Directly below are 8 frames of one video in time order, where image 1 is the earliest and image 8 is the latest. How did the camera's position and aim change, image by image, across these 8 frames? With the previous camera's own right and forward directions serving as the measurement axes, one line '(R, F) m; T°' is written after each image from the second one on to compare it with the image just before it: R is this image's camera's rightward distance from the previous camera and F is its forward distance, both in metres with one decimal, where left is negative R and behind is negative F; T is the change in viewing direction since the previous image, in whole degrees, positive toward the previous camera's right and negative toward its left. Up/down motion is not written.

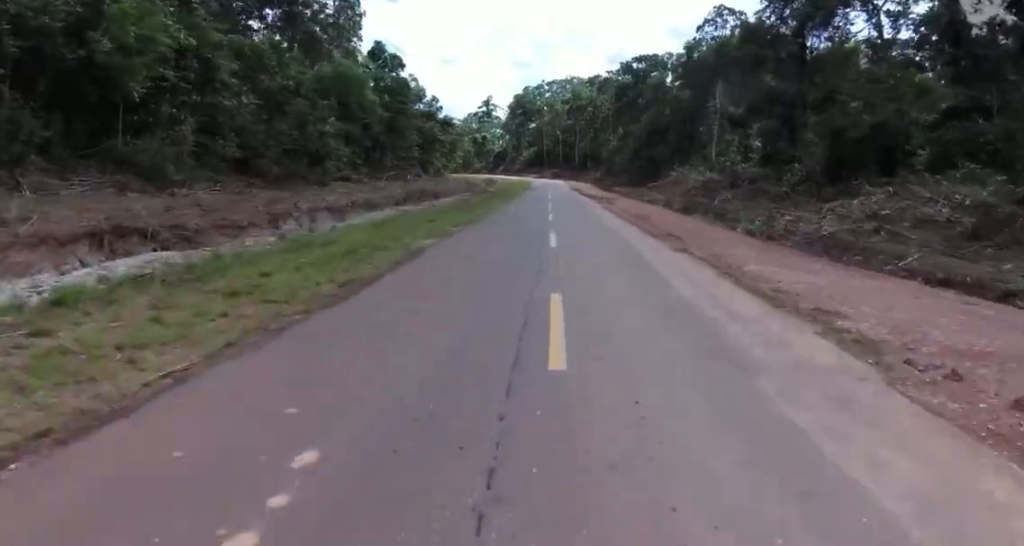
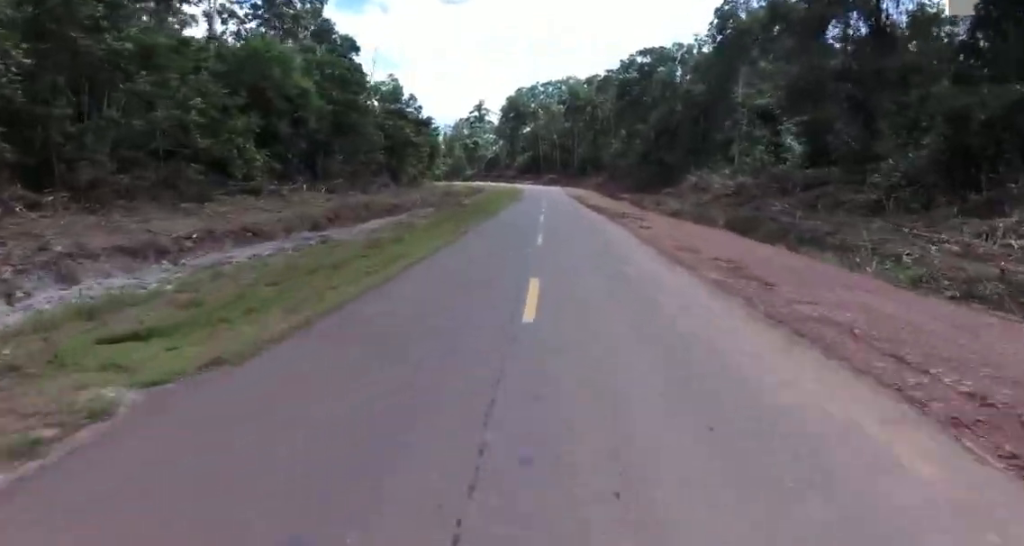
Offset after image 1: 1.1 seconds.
(0.0, +14.6) m; 0°
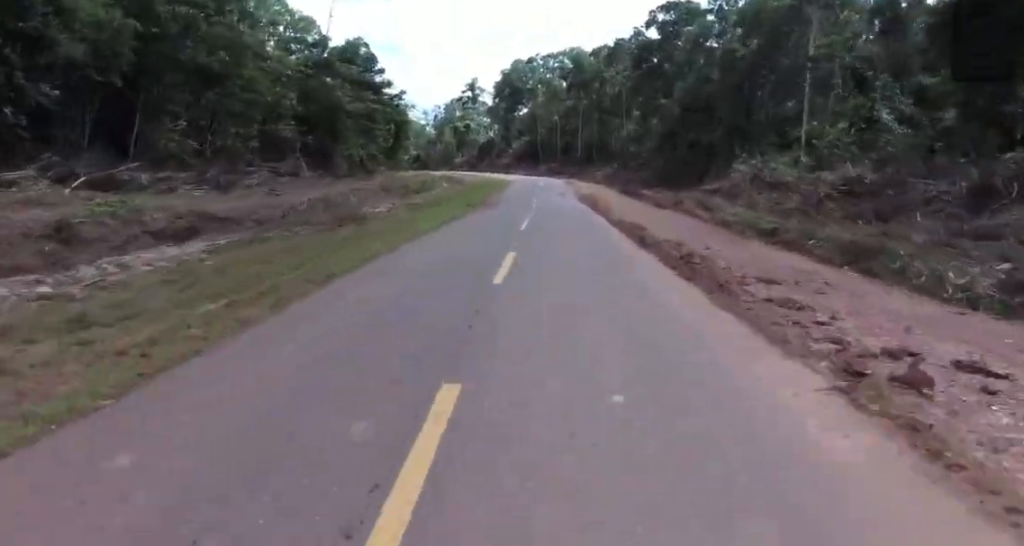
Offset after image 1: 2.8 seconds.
(+0.3, +22.1) m; +2°
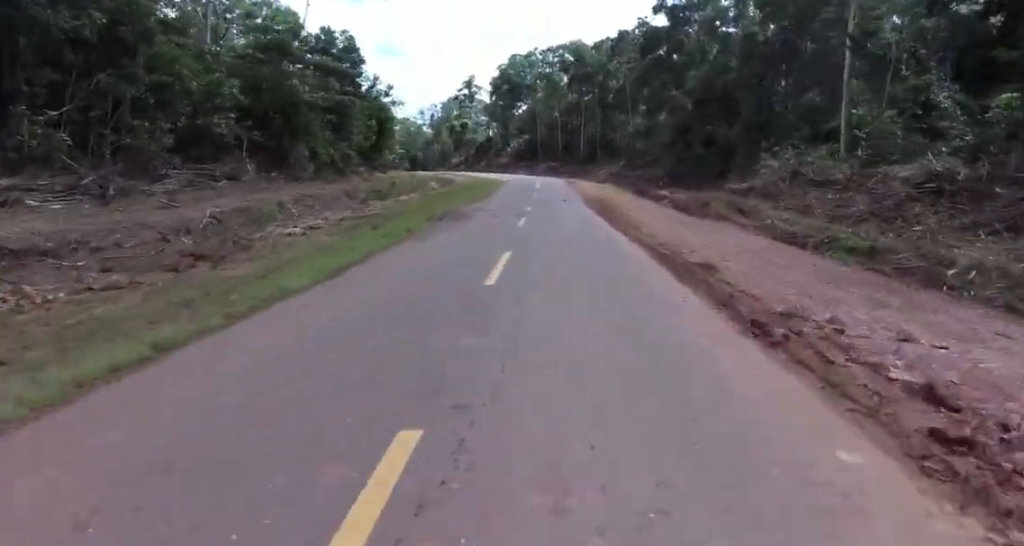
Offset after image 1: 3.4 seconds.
(0.0, +8.3) m; 0°
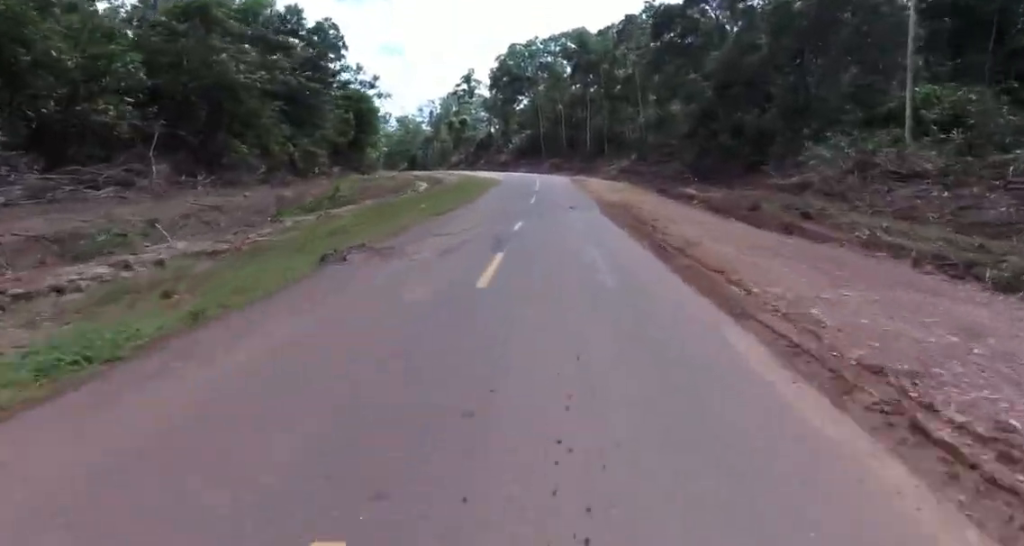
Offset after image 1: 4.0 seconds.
(0.0, +9.1) m; 0°
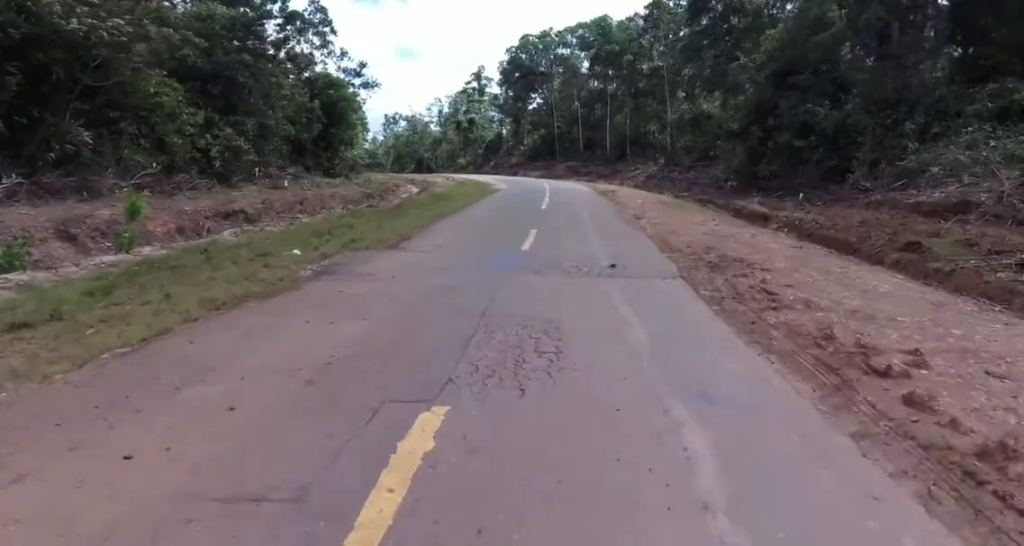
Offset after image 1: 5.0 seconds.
(0.0, +13.0) m; -1°
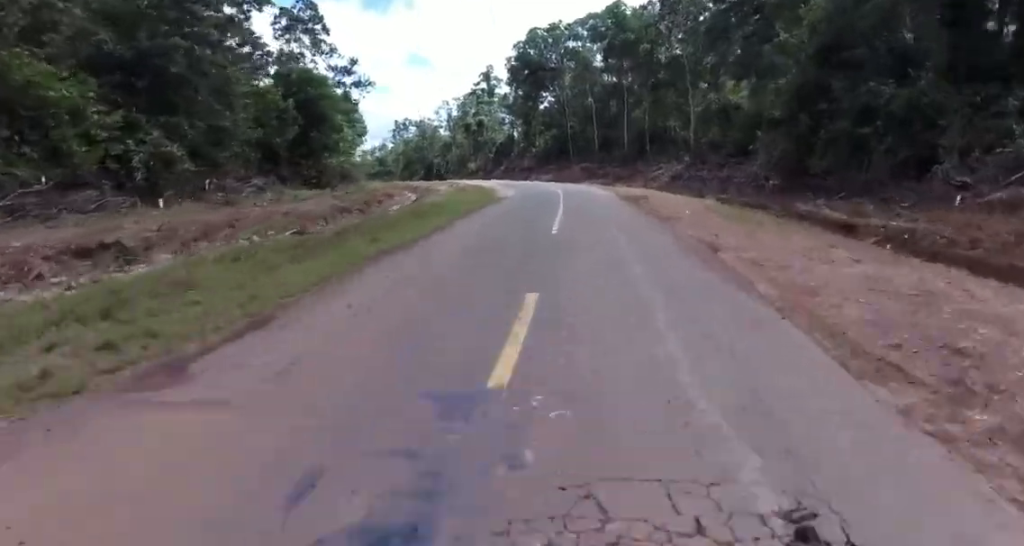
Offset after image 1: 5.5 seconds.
(+0.1, +7.1) m; -2°
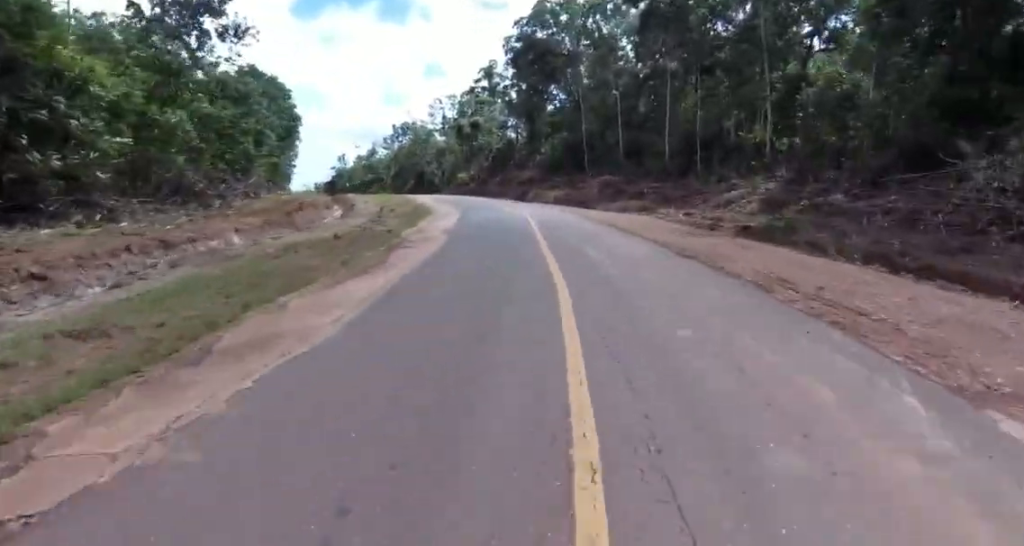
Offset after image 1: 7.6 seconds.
(-2.2, +27.9) m; -2°
